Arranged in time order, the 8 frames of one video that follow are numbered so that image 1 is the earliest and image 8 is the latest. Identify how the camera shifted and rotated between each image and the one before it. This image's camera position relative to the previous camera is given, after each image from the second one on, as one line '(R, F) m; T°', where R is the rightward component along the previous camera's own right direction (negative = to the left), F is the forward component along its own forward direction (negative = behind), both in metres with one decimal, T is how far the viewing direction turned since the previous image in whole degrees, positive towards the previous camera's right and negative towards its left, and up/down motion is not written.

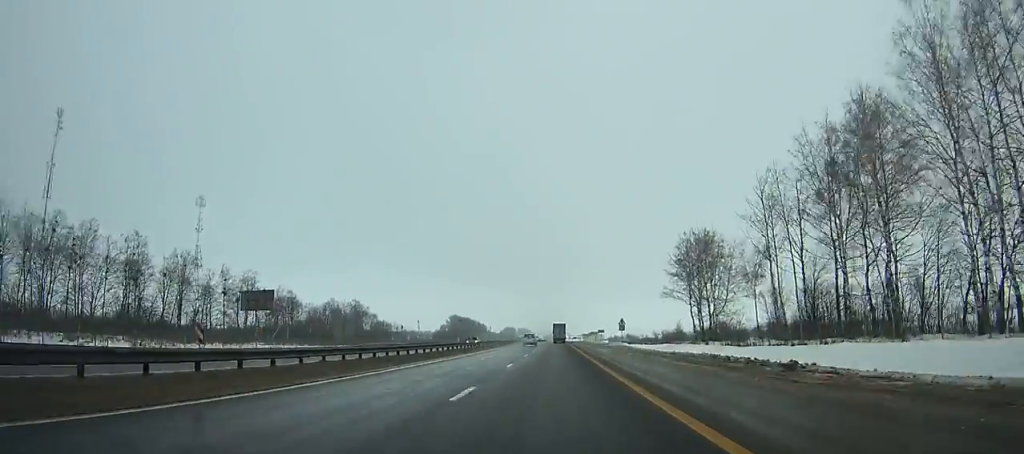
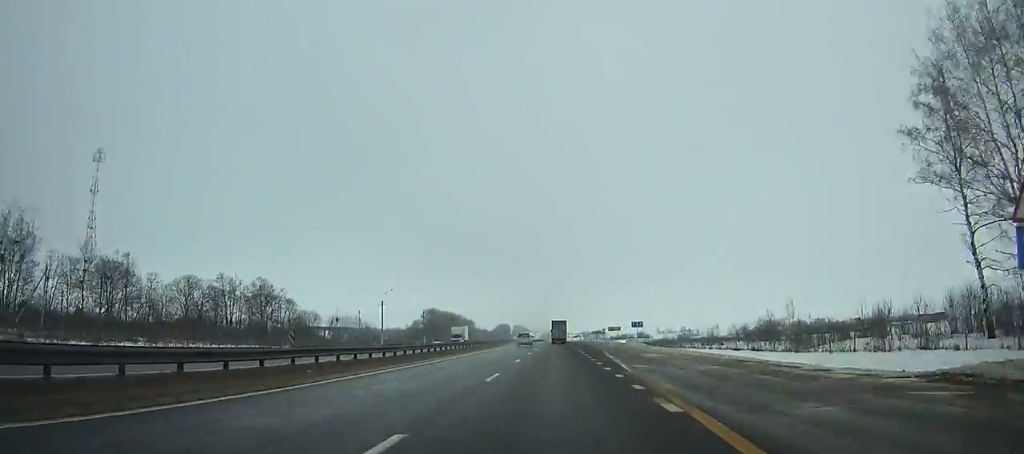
(+0.2, +79.1) m; 0°
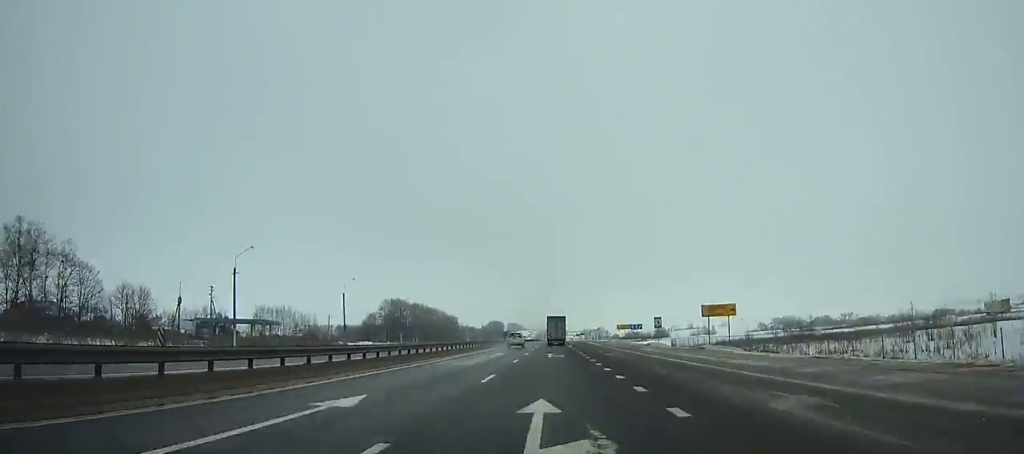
(-0.1, +85.4) m; 0°
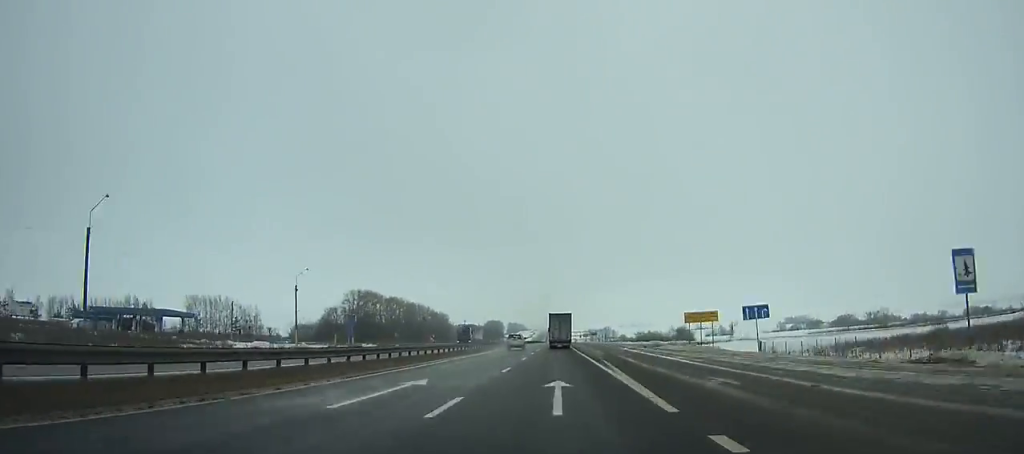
(-0.2, +55.0) m; 0°
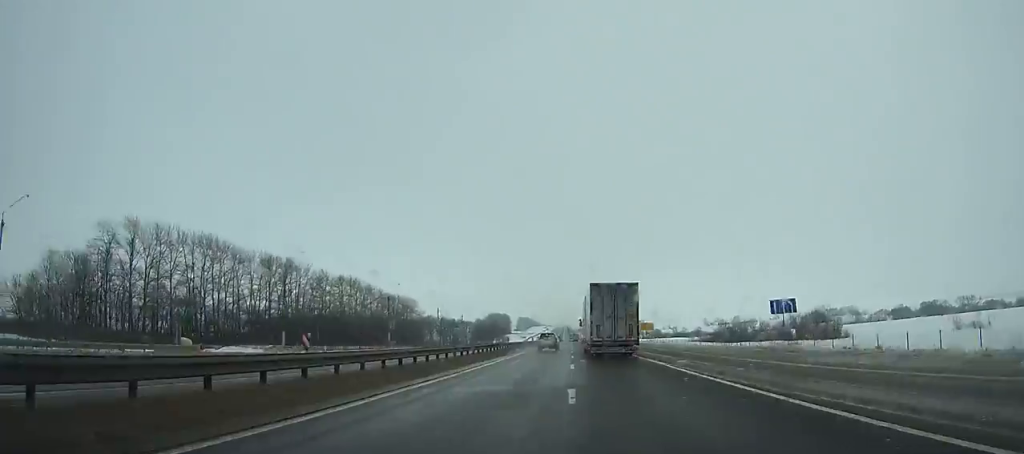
(-0.7, +140.6) m; 0°
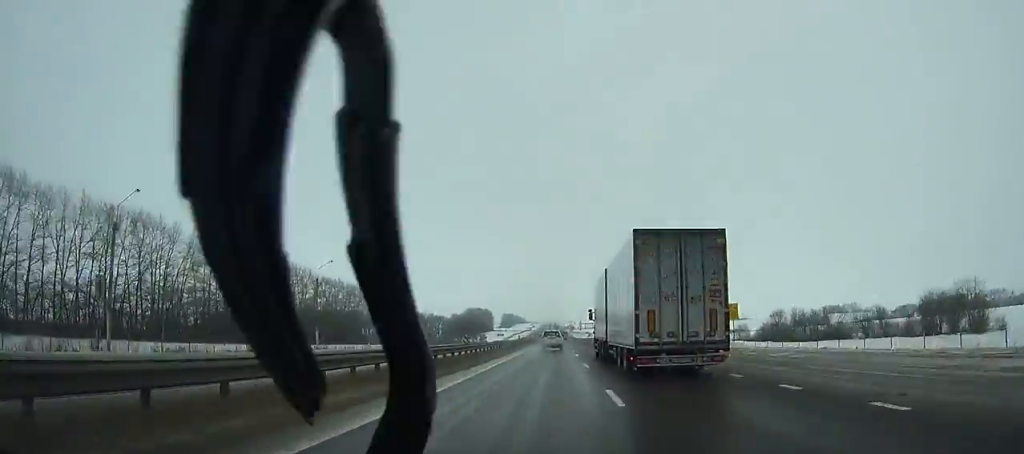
(-0.1, +61.0) m; 0°
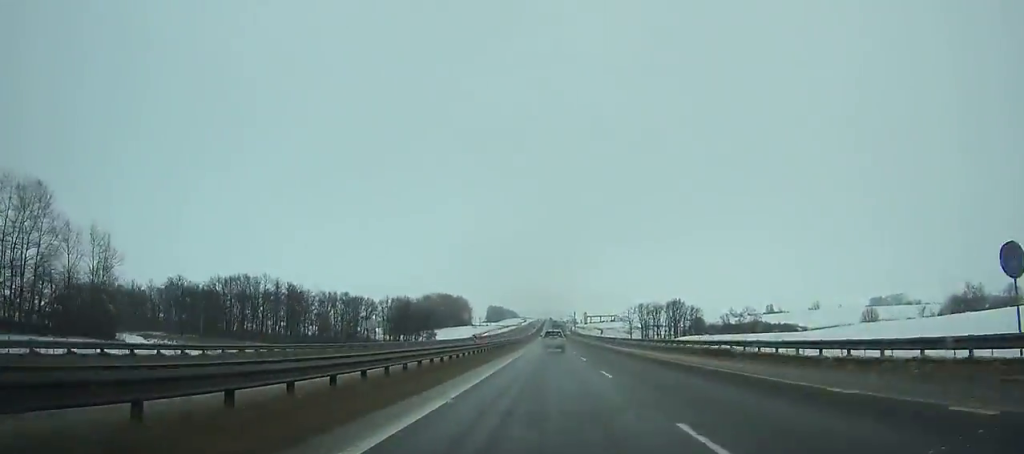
(+1.2, +161.0) m; +1°
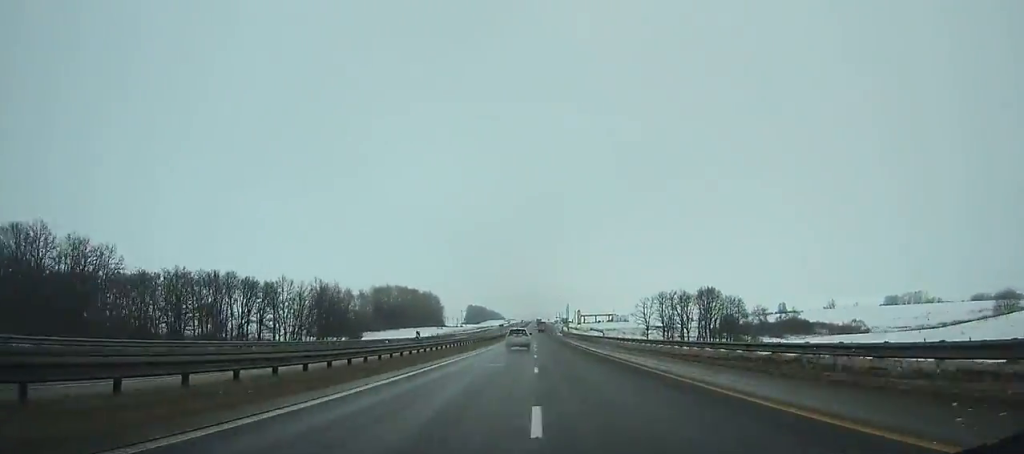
(+0.6, +82.0) m; 0°
